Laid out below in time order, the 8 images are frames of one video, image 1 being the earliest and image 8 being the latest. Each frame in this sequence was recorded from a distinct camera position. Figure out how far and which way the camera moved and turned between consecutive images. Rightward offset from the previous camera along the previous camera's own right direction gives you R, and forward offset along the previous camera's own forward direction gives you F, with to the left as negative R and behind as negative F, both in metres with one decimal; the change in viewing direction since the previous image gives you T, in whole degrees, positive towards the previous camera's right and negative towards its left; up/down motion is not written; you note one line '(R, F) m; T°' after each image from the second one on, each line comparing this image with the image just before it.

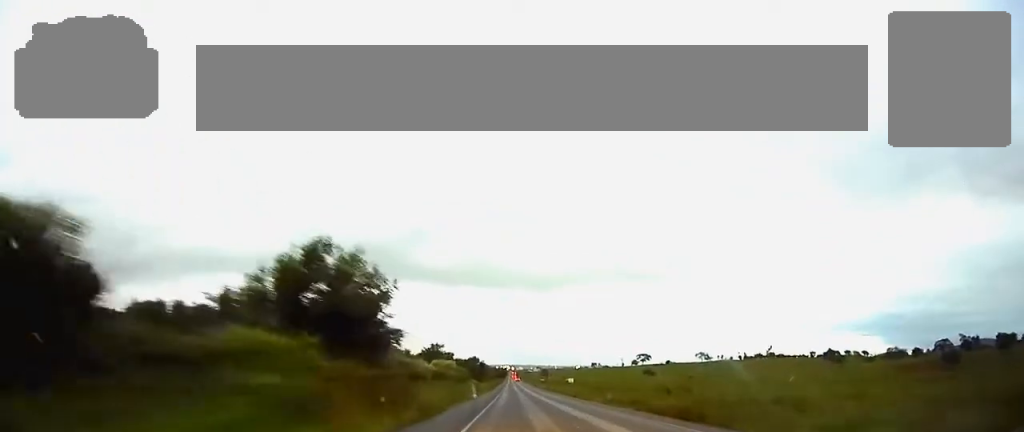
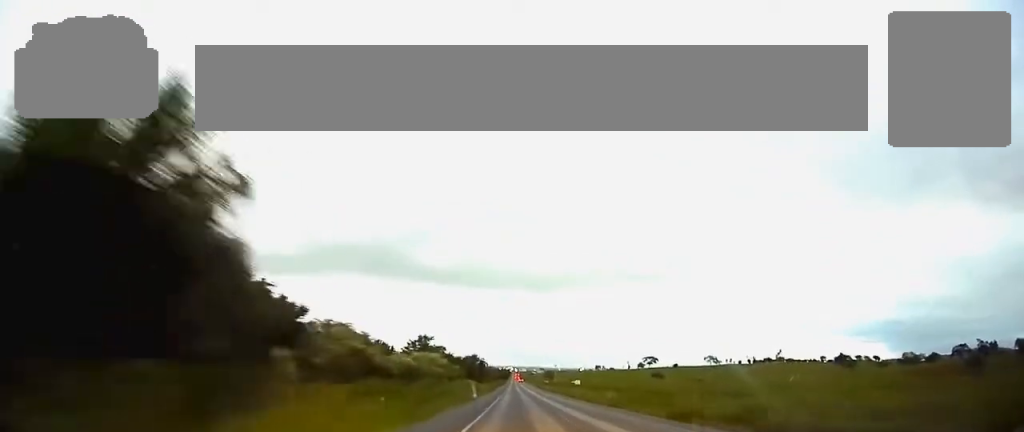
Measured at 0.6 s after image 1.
(0.0, +18.8) m; 0°
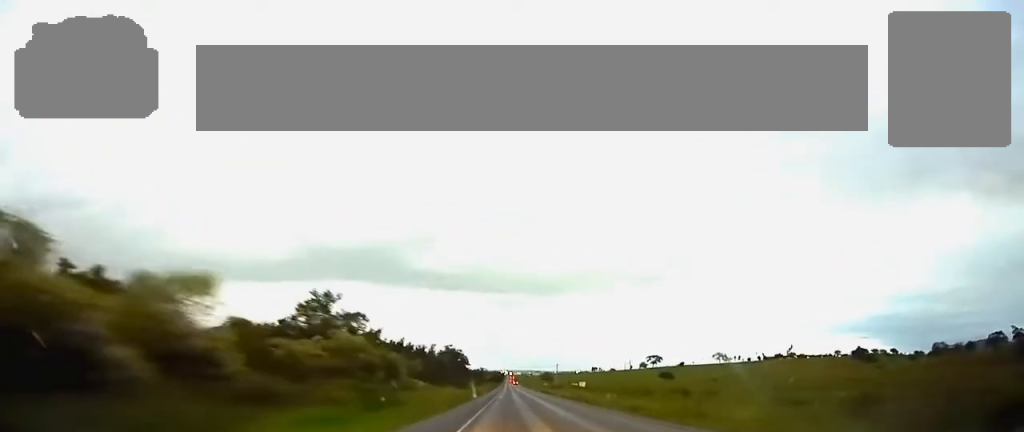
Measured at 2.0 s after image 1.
(+0.1, +47.2) m; +1°
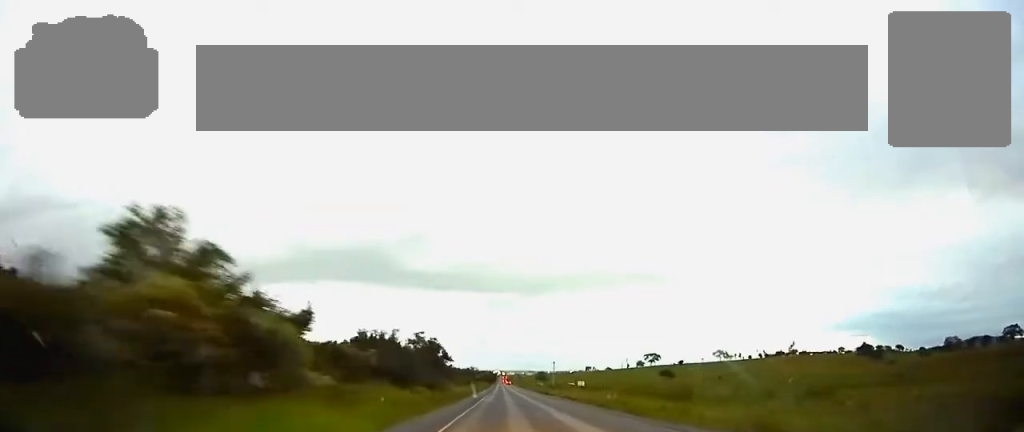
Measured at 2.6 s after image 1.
(0.0, +22.6) m; 0°
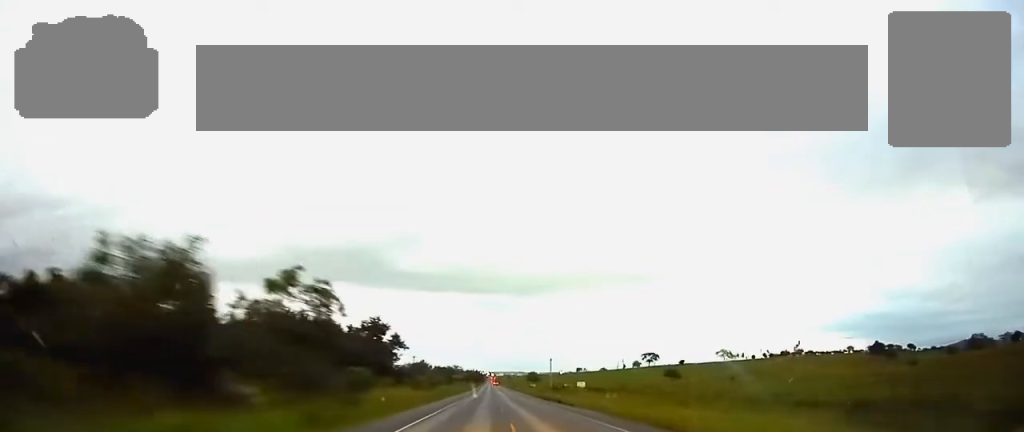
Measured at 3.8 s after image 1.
(+0.3, +38.7) m; 0°
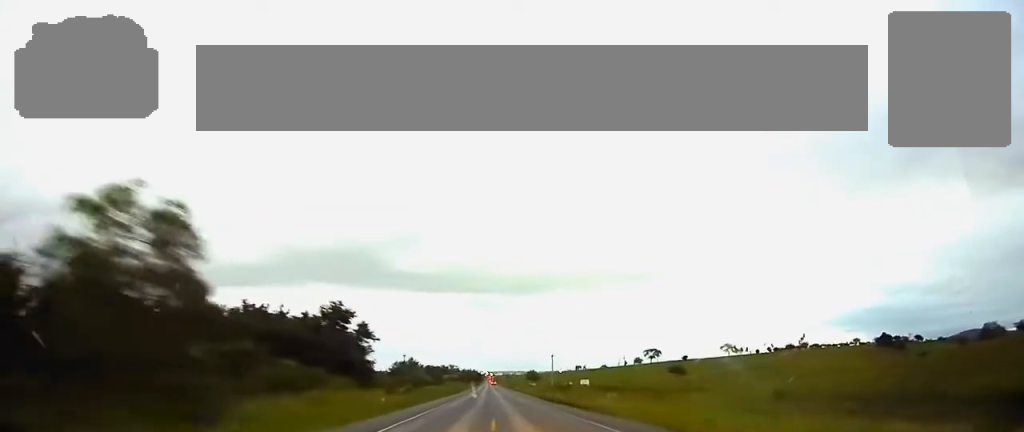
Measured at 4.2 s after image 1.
(0.0, +14.9) m; 0°
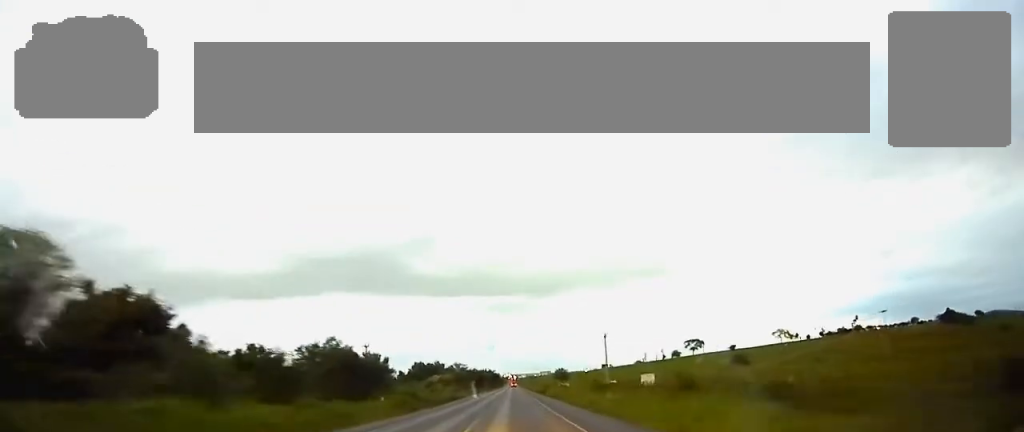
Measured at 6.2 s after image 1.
(-0.6, +69.7) m; -1°
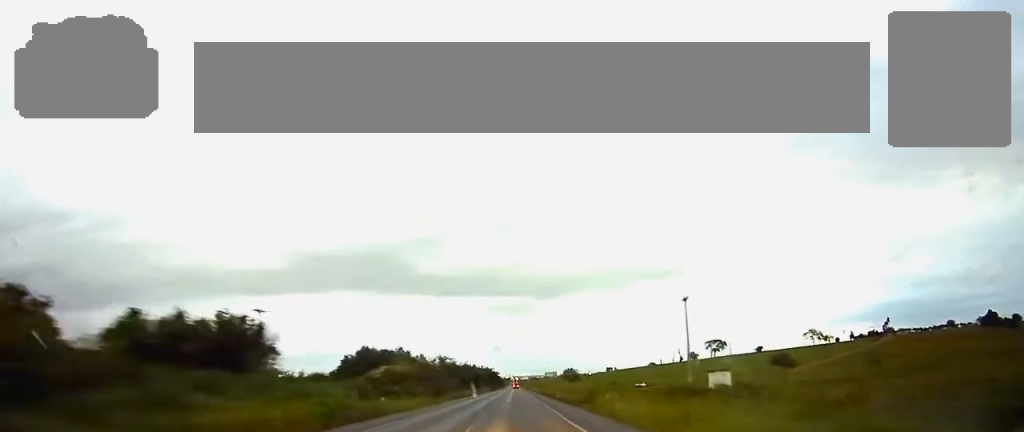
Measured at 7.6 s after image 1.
(-0.2, +50.4) m; 0°
